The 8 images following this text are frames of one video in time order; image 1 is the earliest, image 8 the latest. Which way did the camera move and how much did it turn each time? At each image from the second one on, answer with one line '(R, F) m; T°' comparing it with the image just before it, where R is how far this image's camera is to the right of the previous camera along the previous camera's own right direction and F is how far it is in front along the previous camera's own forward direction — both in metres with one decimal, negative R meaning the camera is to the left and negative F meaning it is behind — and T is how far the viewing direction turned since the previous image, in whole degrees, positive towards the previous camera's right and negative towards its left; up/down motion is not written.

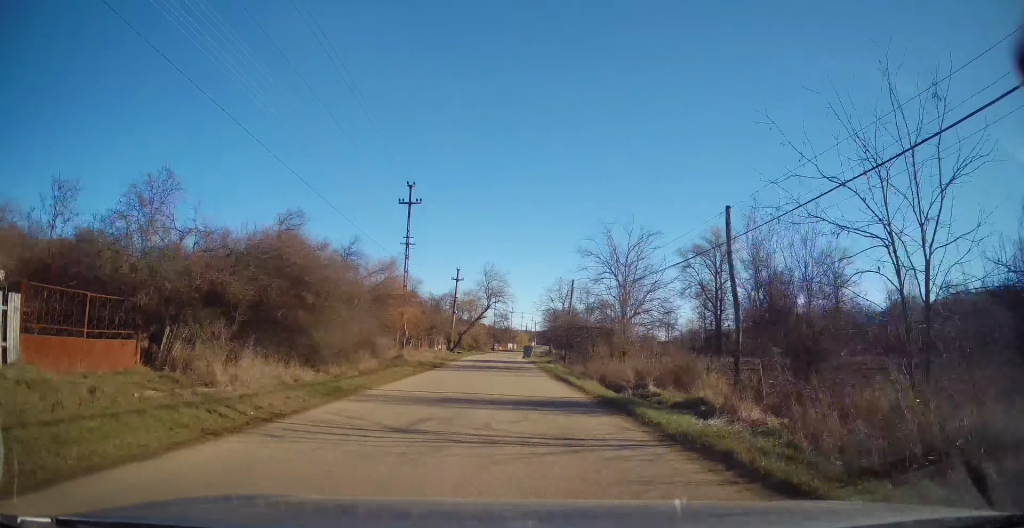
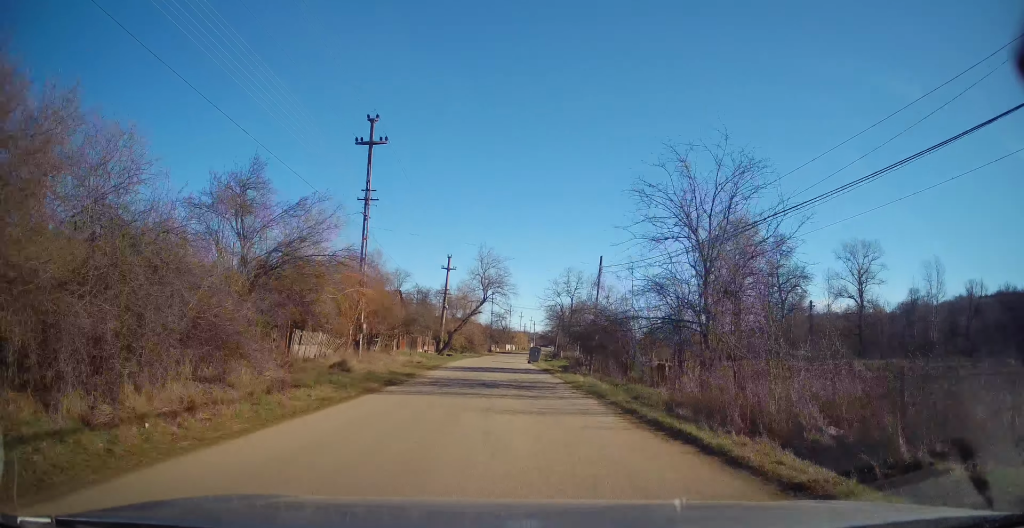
(+0.1, +12.0) m; +1°
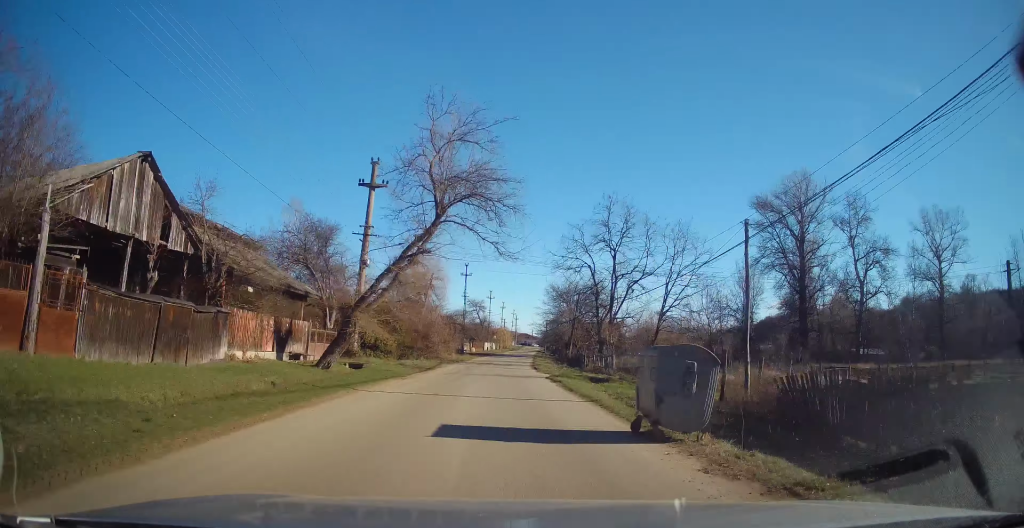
(+0.1, +35.4) m; +1°
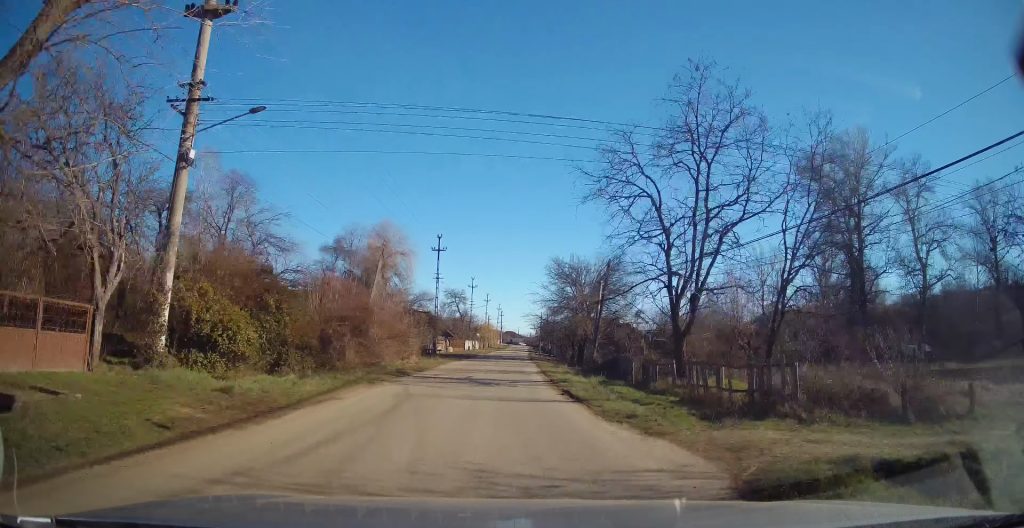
(+0.2, +19.1) m; +2°
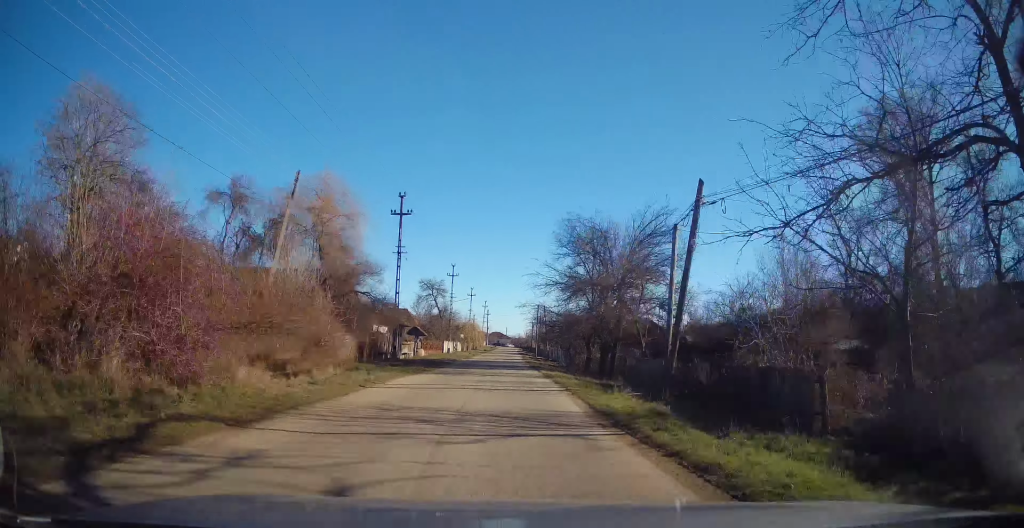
(+0.3, +16.6) m; +2°
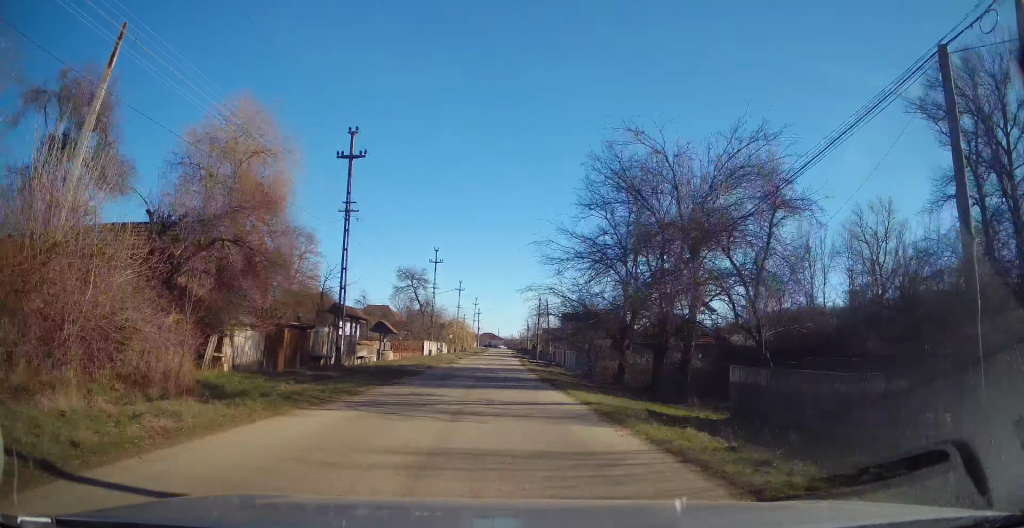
(-0.1, +13.0) m; +1°
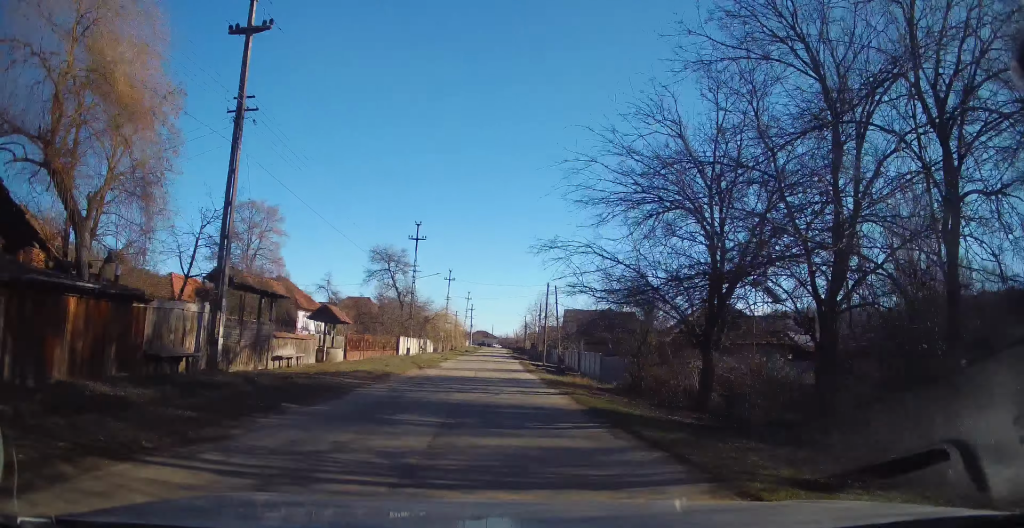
(+0.4, +12.3) m; +1°
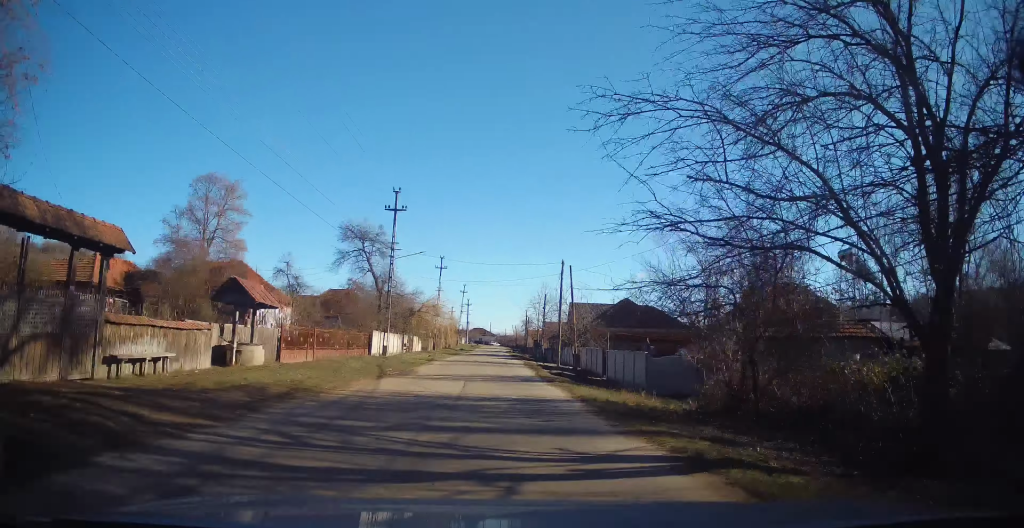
(+0.1, +9.9) m; 0°
